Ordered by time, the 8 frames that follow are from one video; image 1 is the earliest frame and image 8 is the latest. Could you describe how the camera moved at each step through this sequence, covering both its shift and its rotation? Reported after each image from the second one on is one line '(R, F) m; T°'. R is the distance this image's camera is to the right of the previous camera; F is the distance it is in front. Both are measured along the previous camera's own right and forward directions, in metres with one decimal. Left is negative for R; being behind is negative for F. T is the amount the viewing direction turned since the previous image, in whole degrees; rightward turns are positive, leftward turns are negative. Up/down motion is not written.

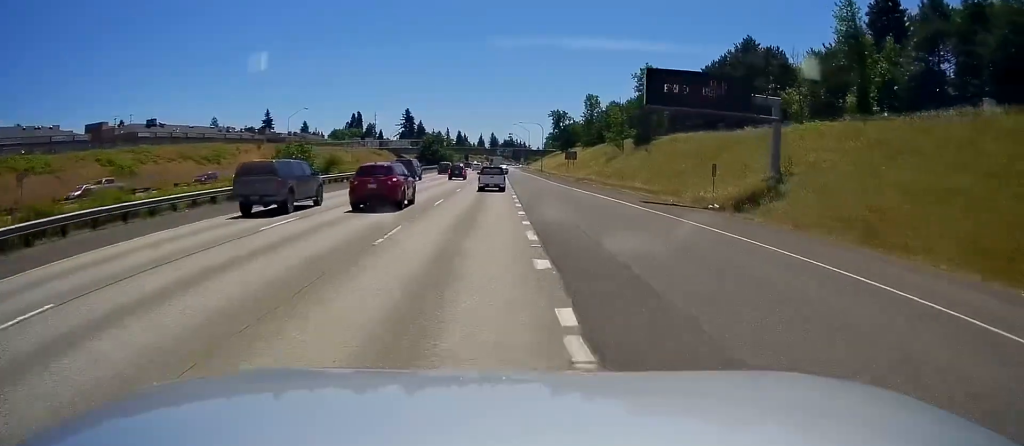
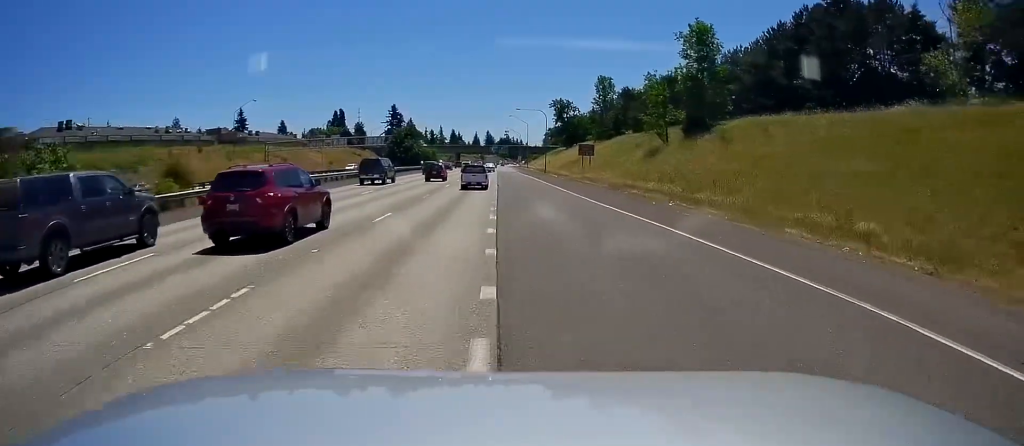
(+1.1, +32.5) m; 0°
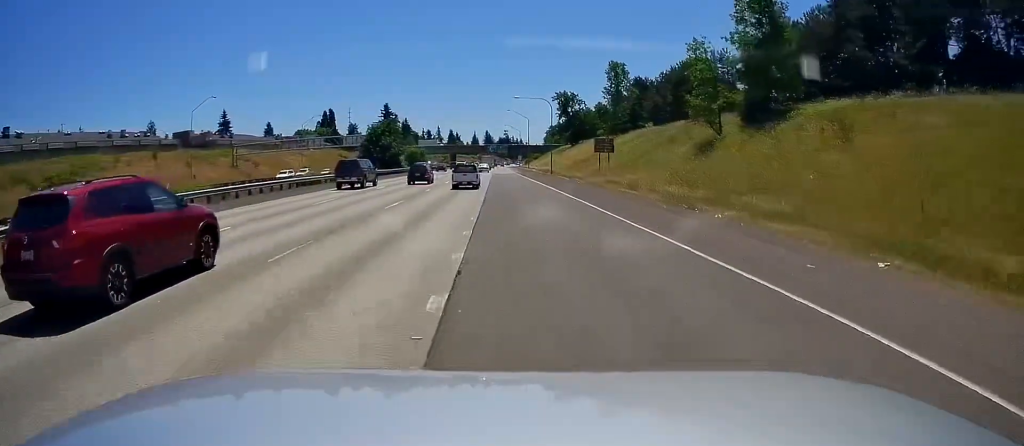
(-0.2, +19.3) m; -1°
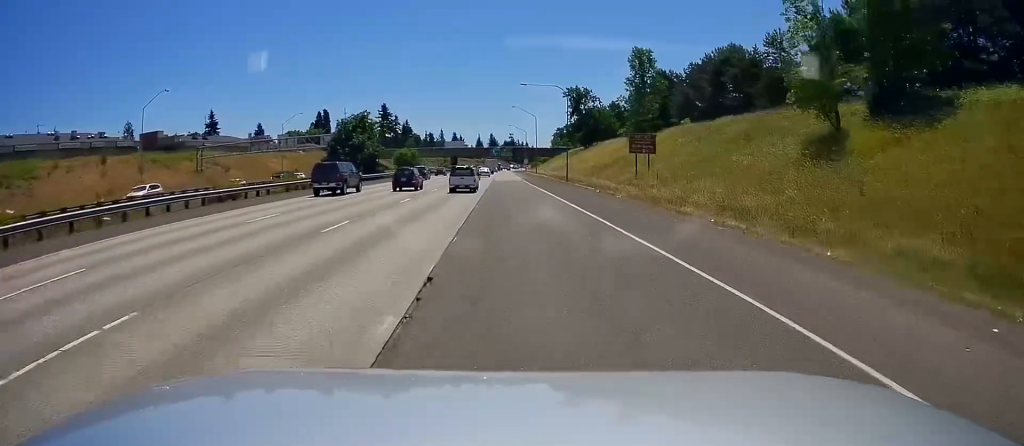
(-0.1, +19.6) m; 0°
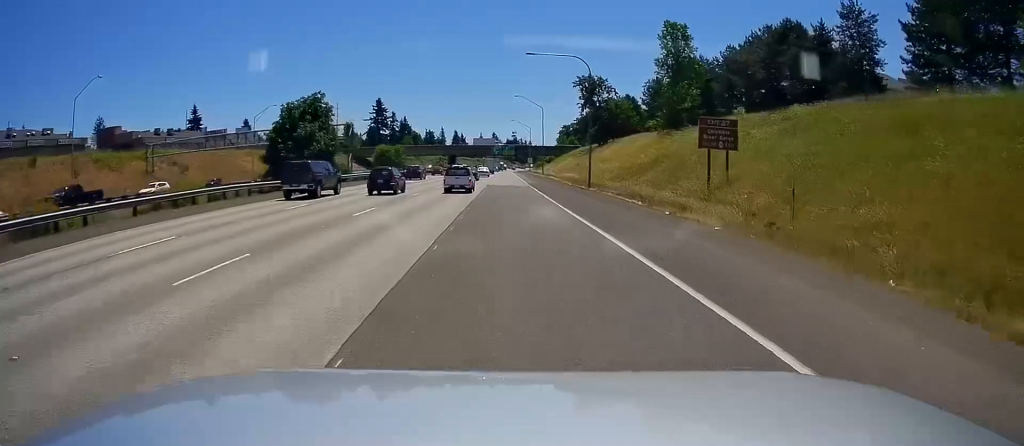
(-0.1, +19.9) m; 0°
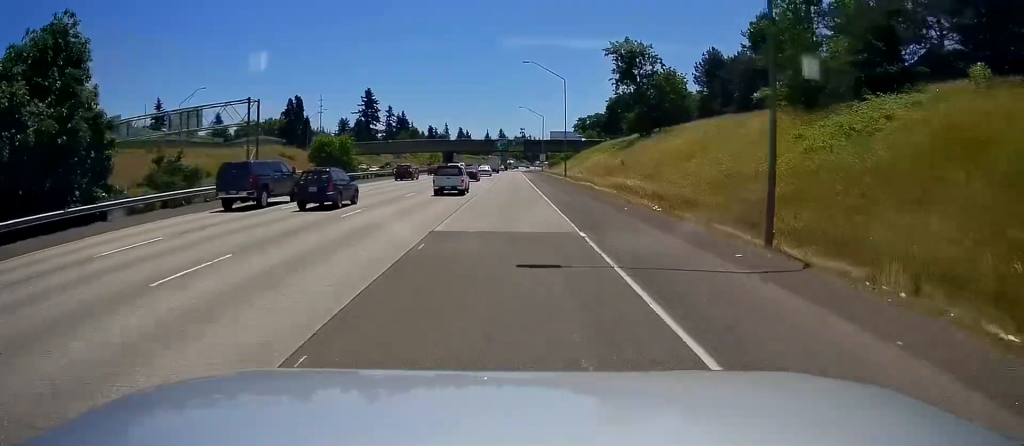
(+0.2, +36.6) m; 0°
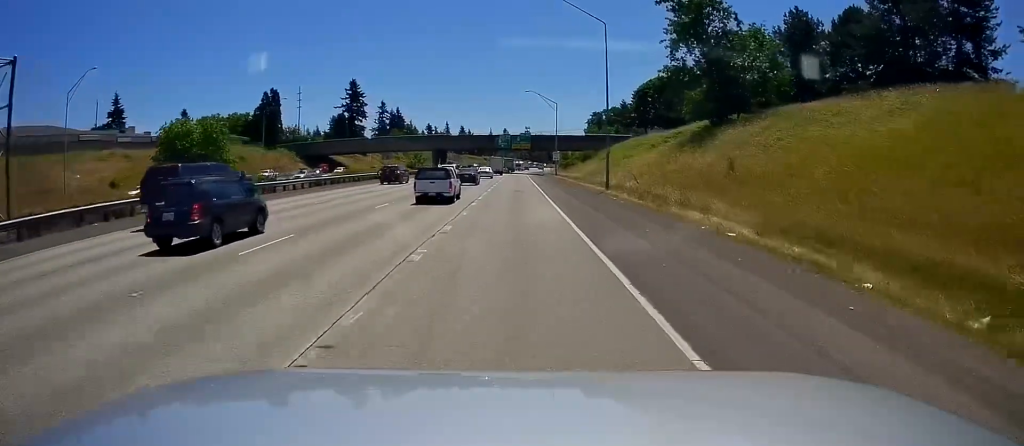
(-1.0, +32.3) m; -2°
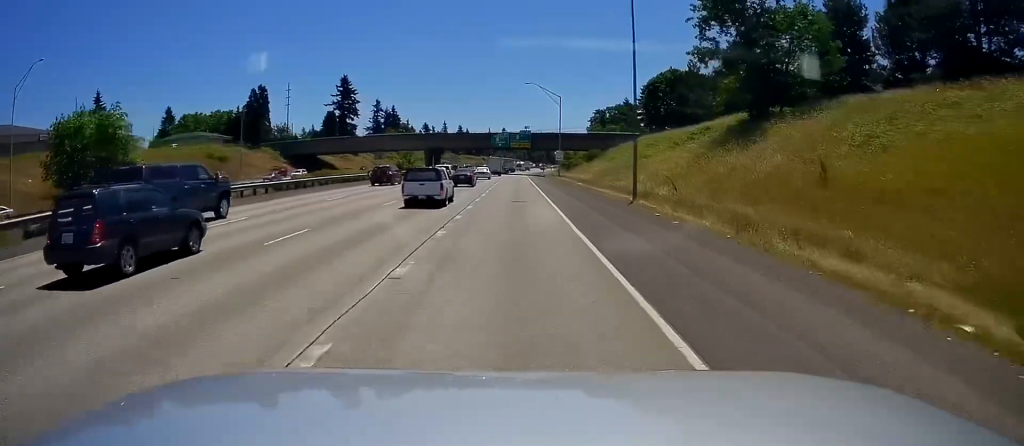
(-0.3, +10.9) m; 0°
